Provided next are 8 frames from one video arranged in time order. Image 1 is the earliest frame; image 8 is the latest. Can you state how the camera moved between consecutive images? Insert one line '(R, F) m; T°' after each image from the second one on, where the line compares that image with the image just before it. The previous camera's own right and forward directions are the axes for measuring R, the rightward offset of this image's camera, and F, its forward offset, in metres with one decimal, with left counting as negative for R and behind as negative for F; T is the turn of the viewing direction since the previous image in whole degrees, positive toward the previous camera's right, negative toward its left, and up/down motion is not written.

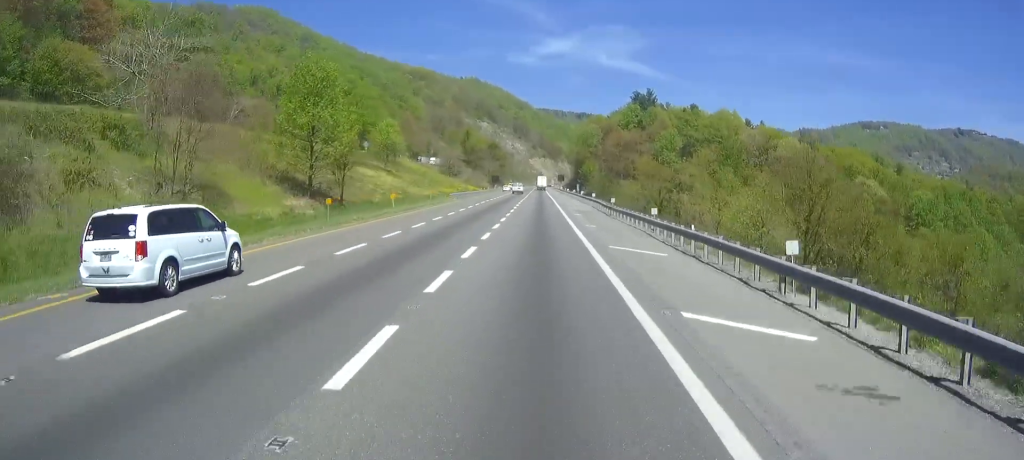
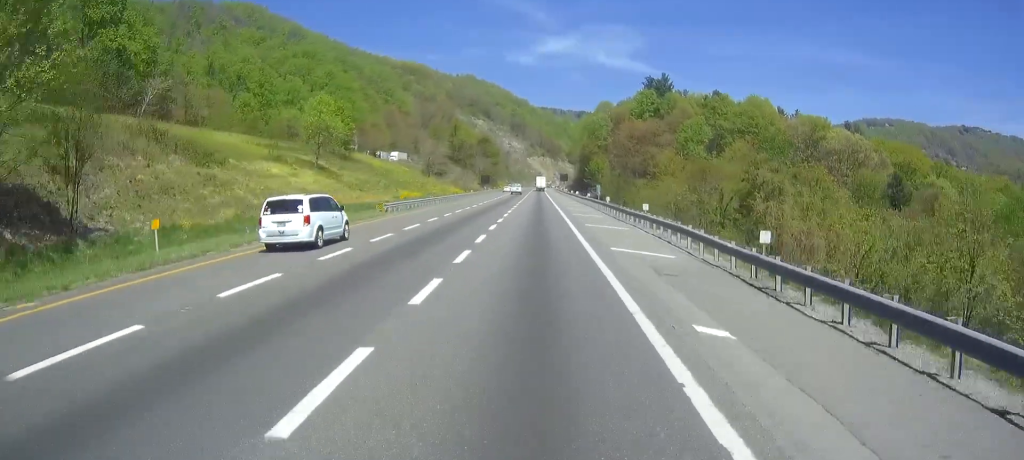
(+0.2, +37.9) m; 0°
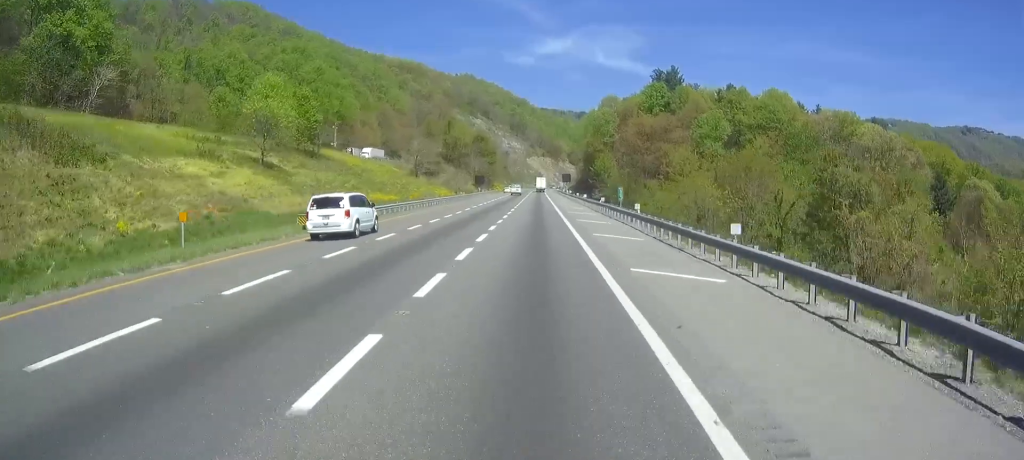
(0.0, +17.8) m; 0°
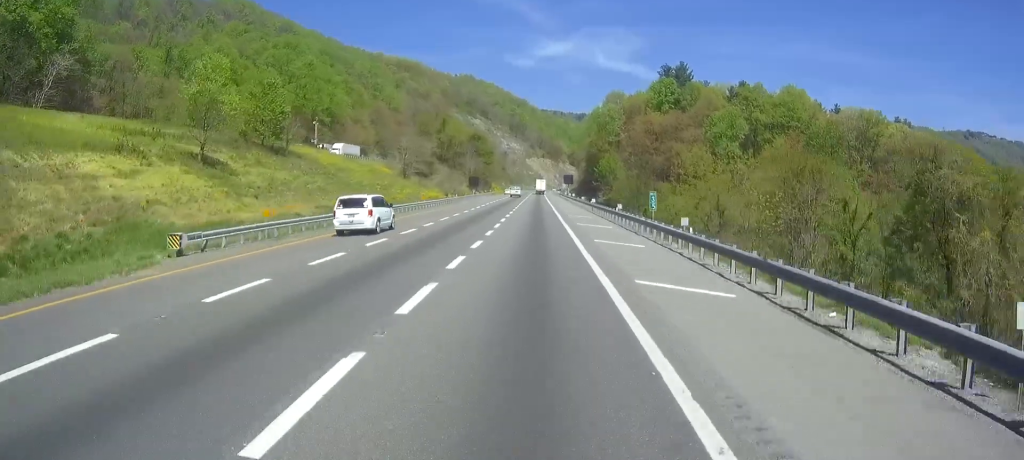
(0.0, +13.5) m; 0°
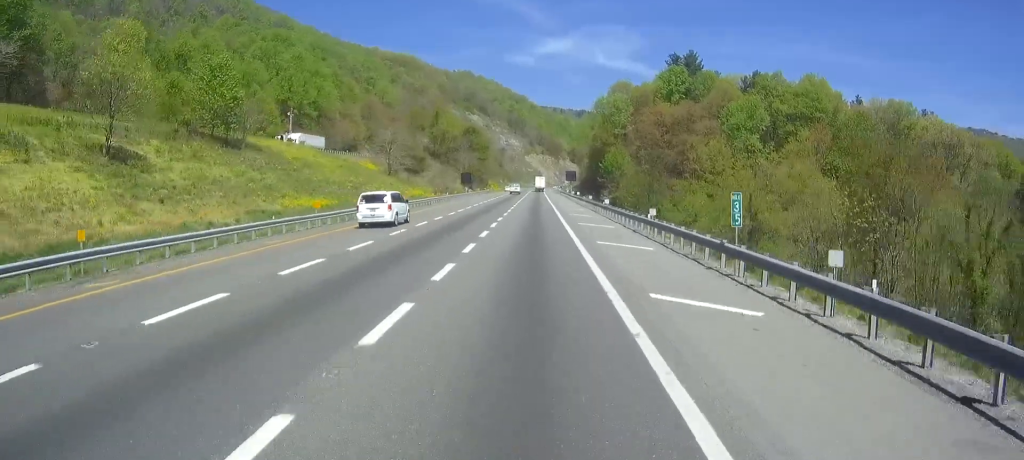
(0.0, +14.4) m; 0°
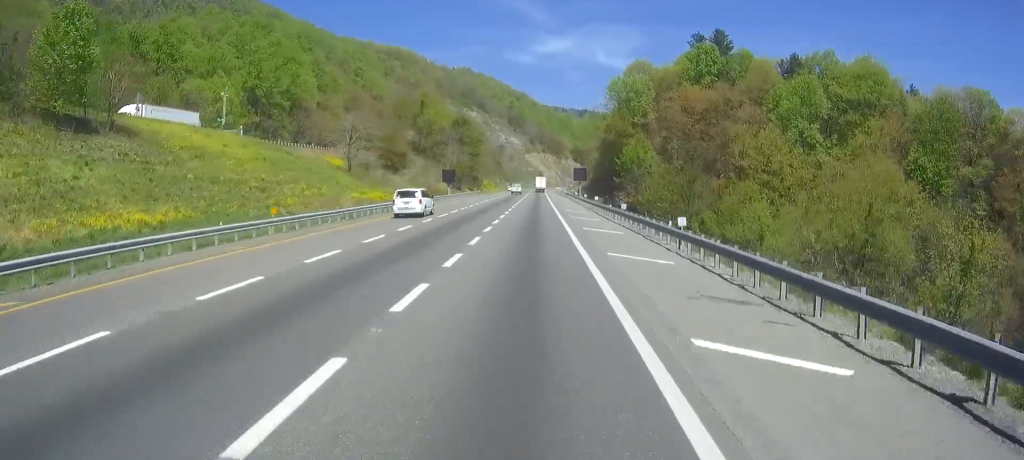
(0.0, +28.7) m; 0°
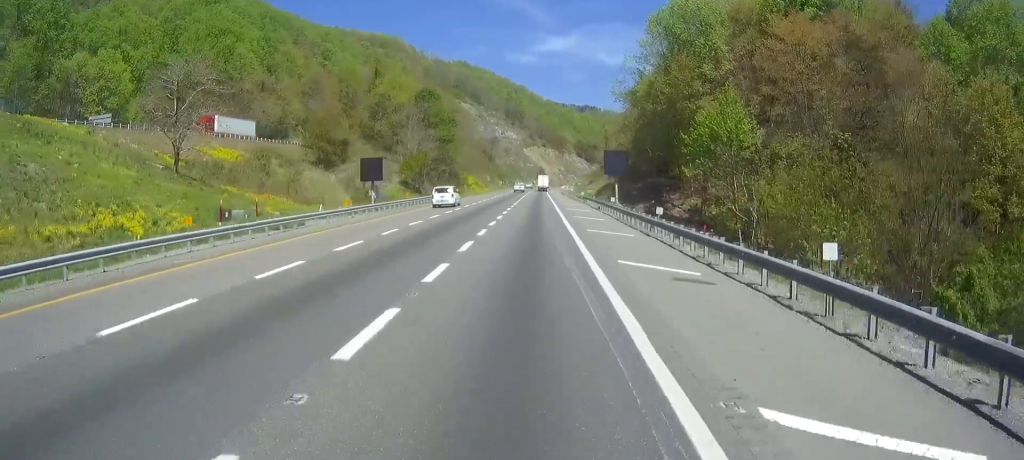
(0.0, +52.2) m; 0°
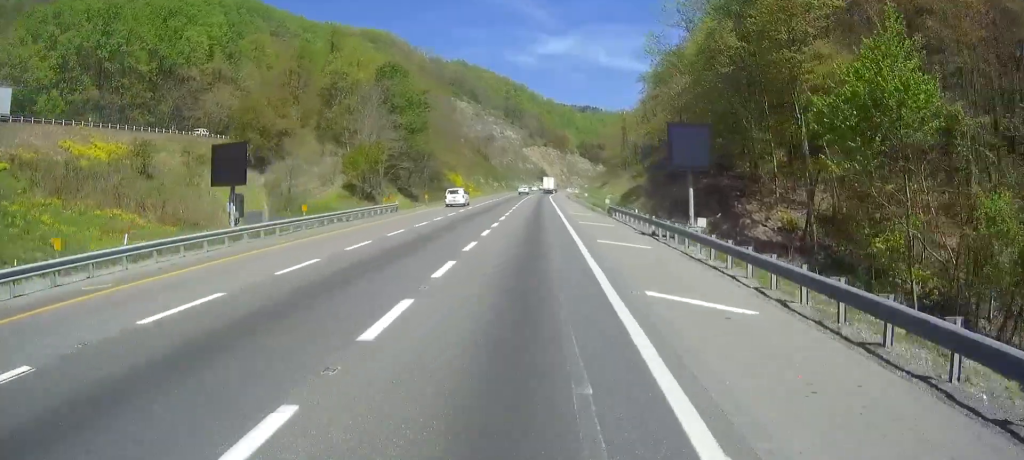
(-0.3, +29.2) m; -1°
